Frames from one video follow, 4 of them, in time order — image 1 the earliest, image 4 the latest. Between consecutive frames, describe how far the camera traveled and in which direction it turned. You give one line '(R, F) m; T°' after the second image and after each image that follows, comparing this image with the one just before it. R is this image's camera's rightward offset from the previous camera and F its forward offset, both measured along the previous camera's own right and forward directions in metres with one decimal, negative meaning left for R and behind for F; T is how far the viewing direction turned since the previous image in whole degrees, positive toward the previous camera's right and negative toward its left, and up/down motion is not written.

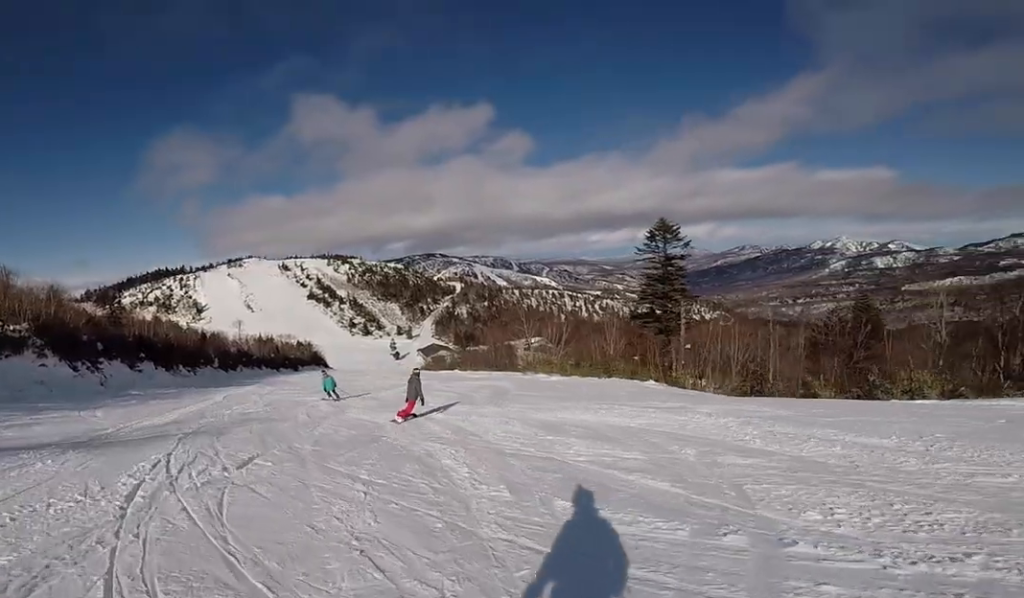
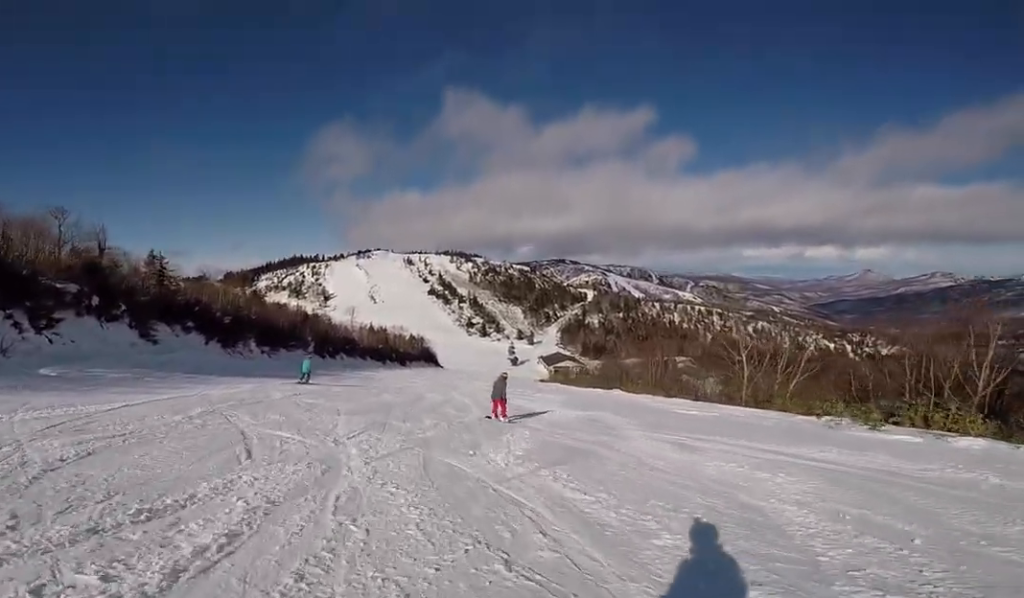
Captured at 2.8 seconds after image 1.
(-0.7, +15.1) m; -11°
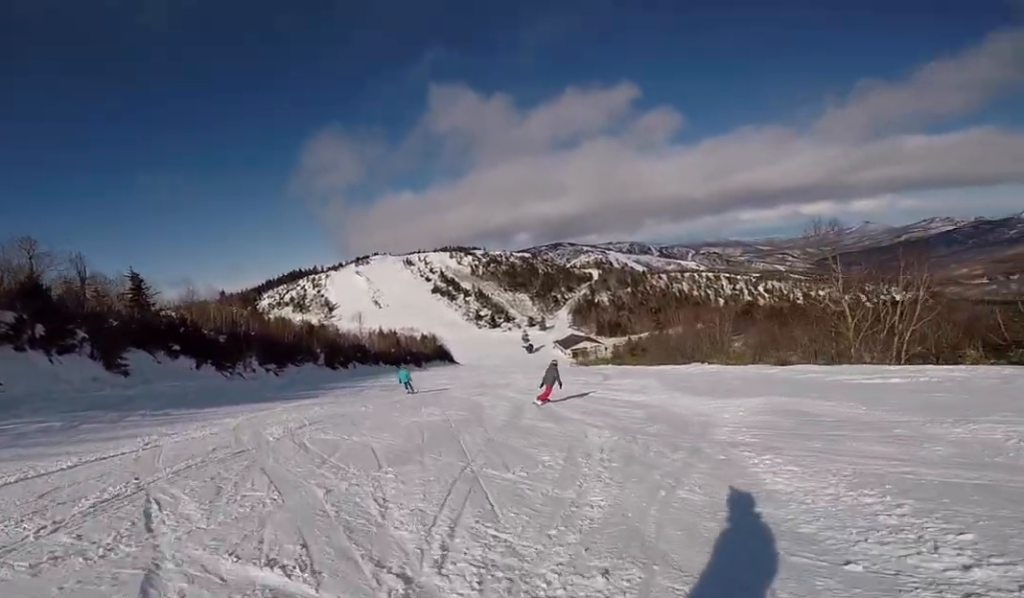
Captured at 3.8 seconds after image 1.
(+0.9, +6.2) m; +10°
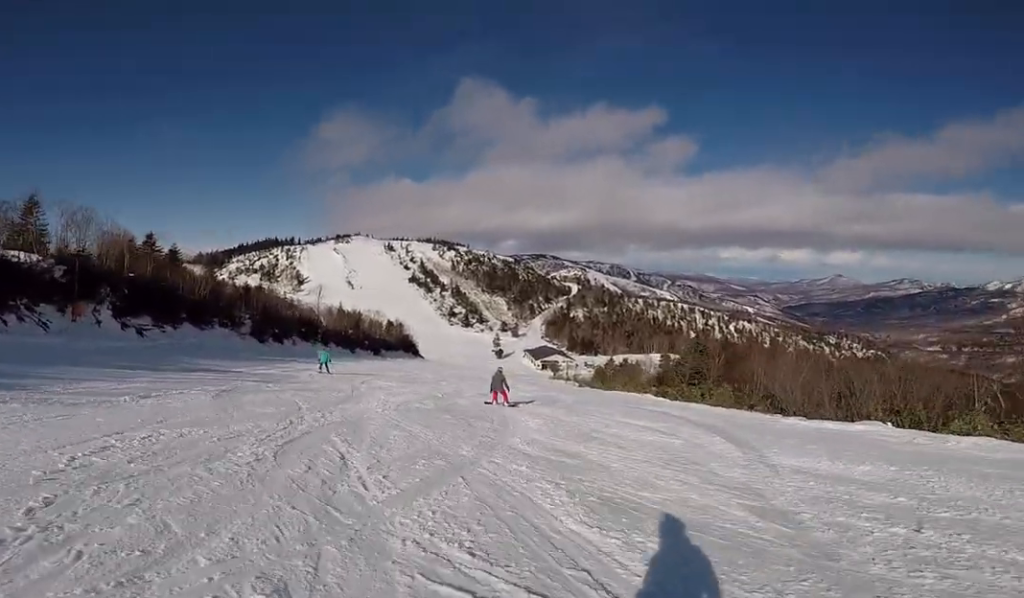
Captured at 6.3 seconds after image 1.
(+0.8, +14.0) m; -6°
